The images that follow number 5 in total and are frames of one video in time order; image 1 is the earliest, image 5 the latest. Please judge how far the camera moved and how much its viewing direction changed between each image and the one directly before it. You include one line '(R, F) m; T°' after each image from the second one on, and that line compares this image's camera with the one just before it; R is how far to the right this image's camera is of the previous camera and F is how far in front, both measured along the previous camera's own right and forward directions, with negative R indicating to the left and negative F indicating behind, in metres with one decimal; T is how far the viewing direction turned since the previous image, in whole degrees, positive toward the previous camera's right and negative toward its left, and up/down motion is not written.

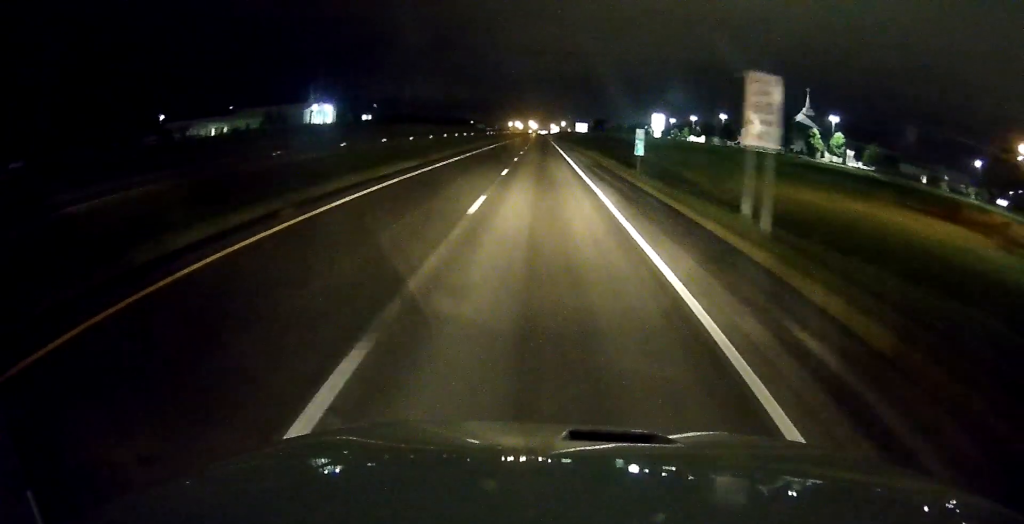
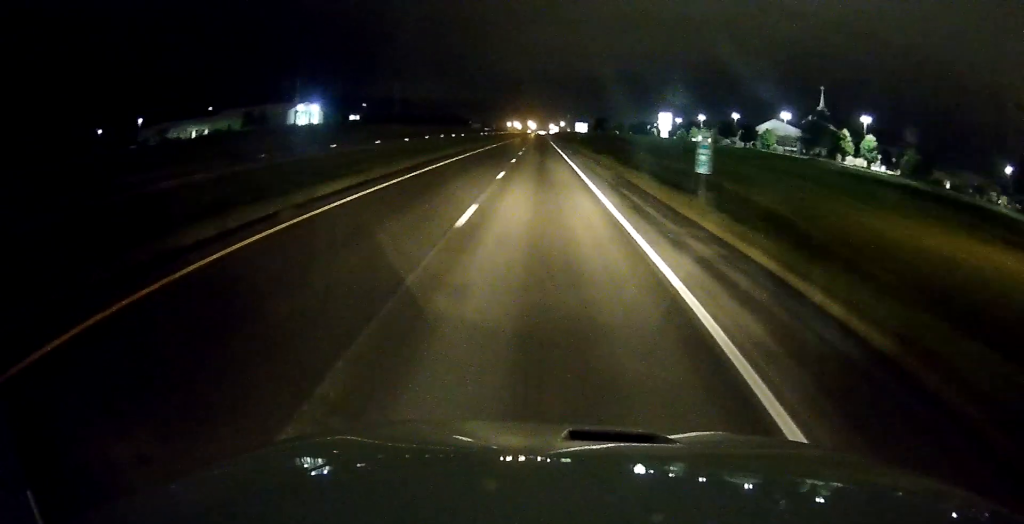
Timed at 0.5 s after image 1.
(-0.1, +14.0) m; 0°
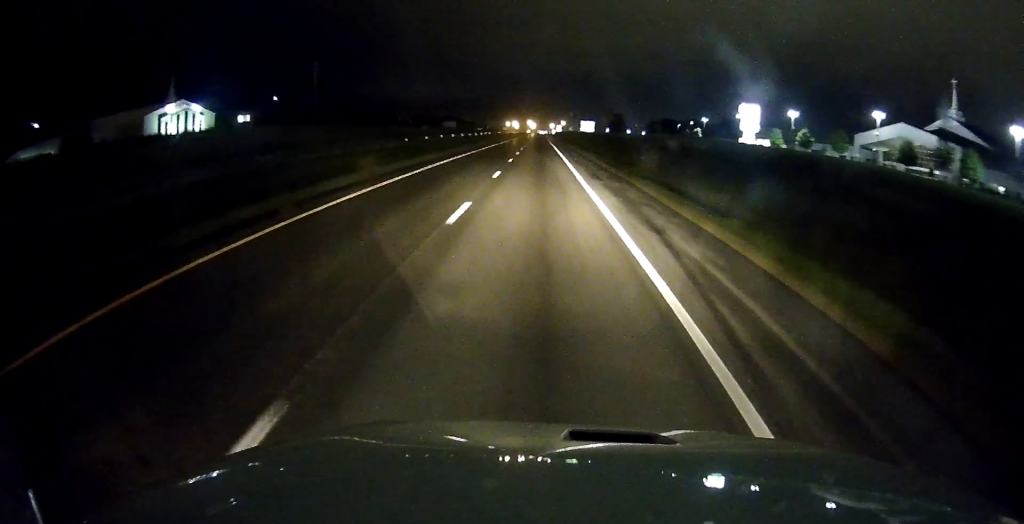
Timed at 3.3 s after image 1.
(+0.4, +84.2) m; 0°
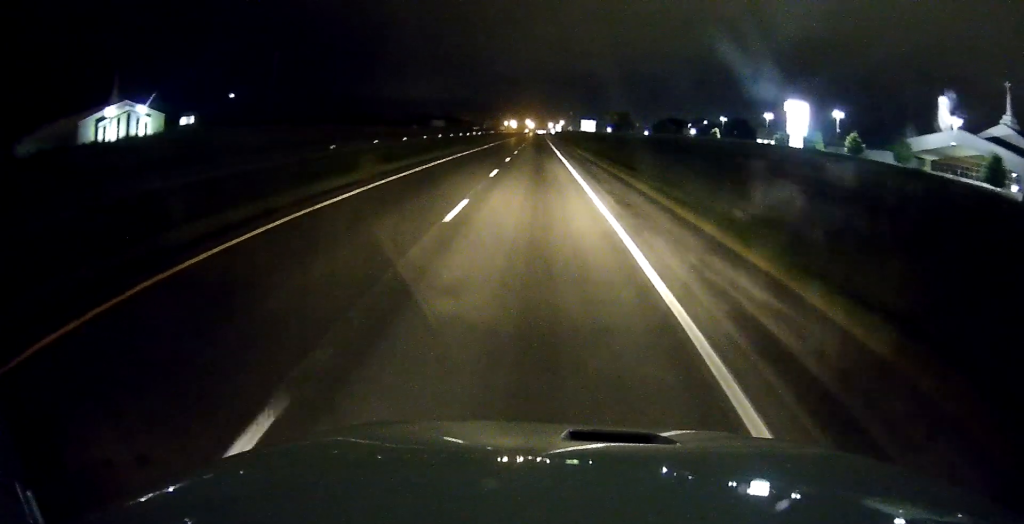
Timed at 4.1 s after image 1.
(-0.1, +24.1) m; 0°
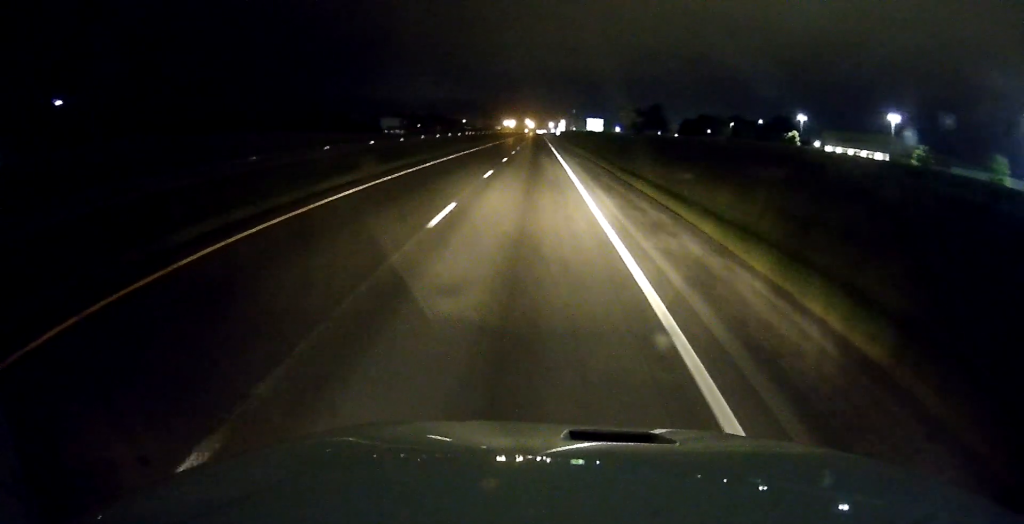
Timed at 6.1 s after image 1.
(+0.2, +61.4) m; 0°
